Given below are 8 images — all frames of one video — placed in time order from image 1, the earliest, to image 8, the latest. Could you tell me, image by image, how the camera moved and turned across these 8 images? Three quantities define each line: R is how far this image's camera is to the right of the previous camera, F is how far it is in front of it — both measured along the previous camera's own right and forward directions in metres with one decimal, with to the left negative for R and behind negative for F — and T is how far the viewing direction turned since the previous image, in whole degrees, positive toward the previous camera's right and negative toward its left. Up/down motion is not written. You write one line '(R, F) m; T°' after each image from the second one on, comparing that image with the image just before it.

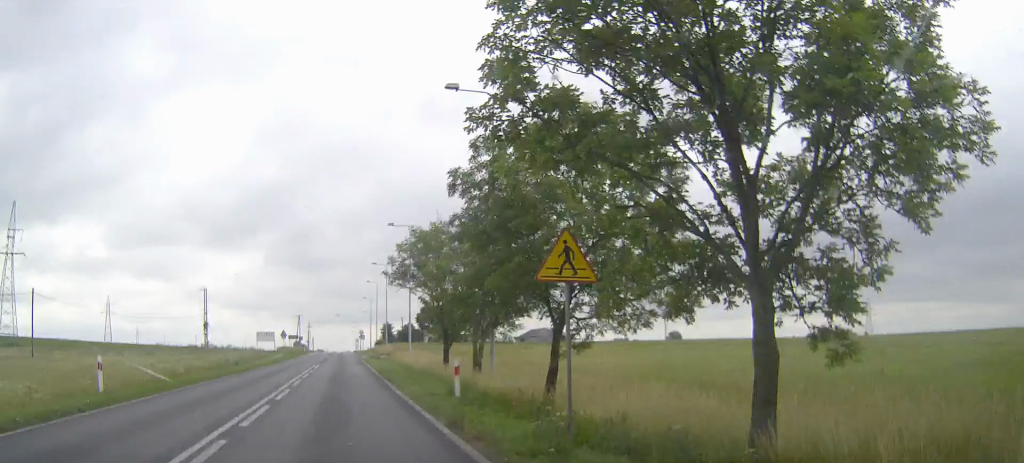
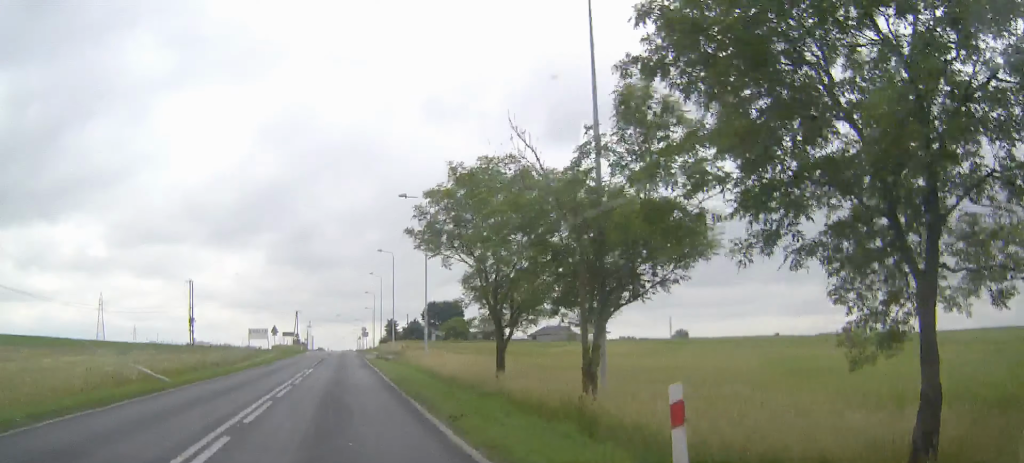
(0.0, +11.9) m; 0°
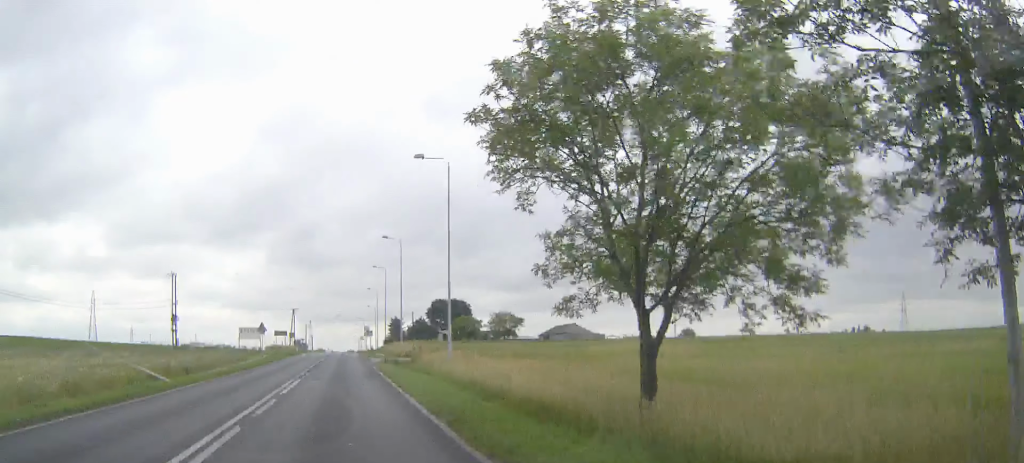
(0.0, +11.1) m; 0°
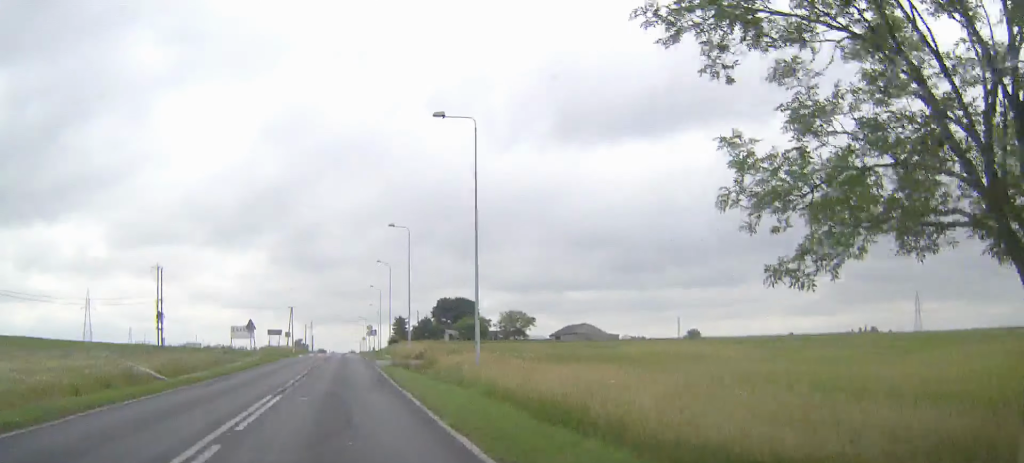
(0.0, +8.1) m; 0°
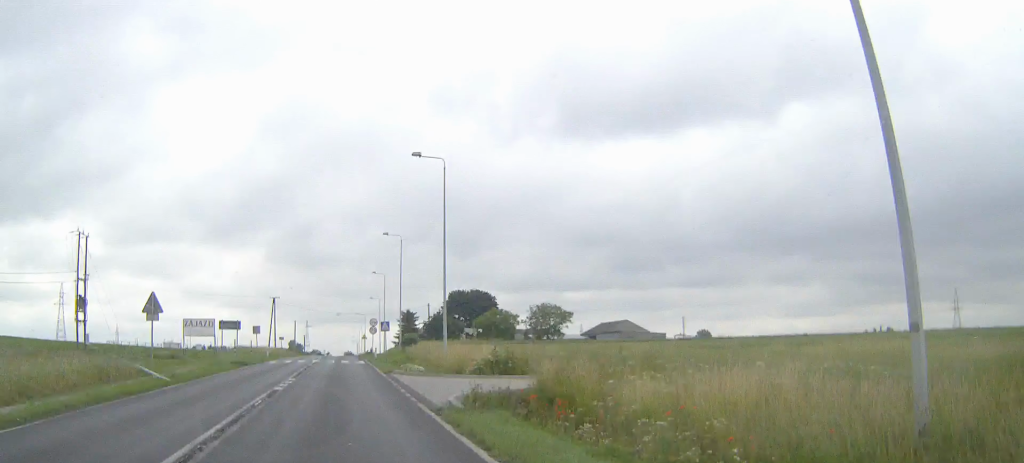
(0.0, +25.7) m; 0°
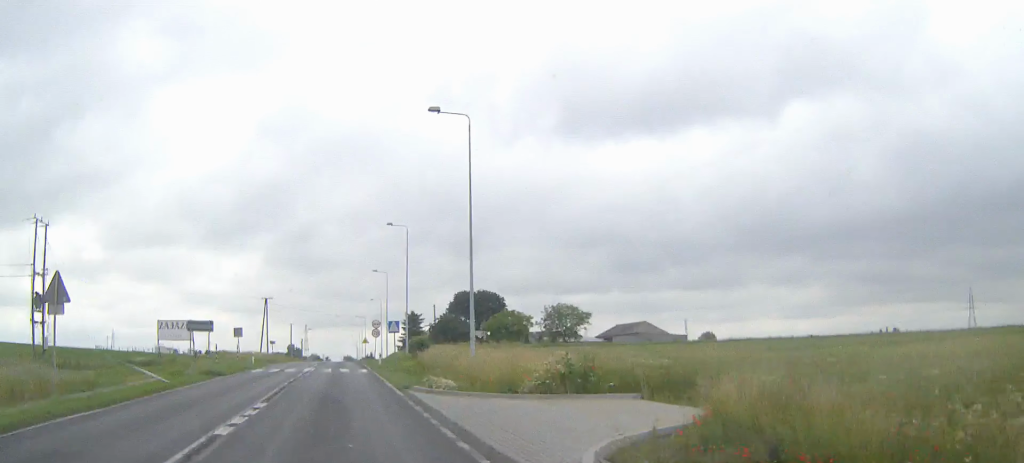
(0.0, +8.8) m; 0°
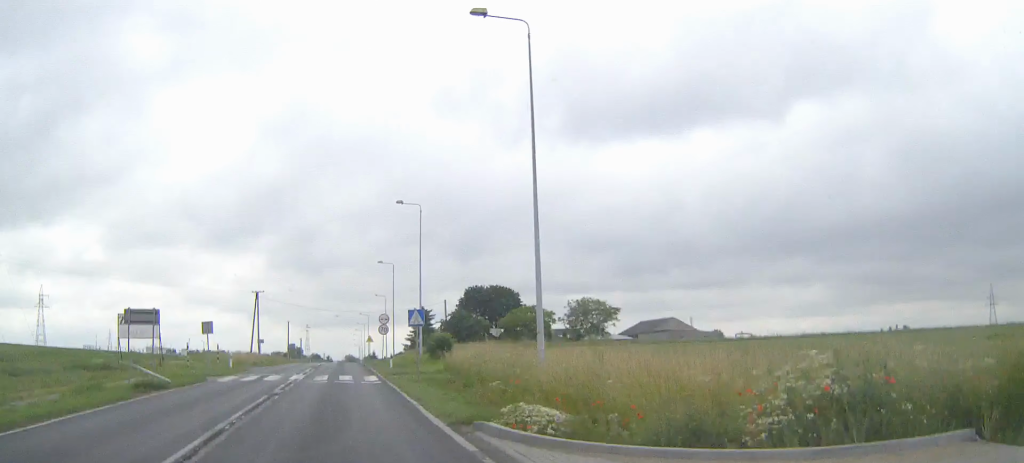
(0.0, +10.9) m; 0°
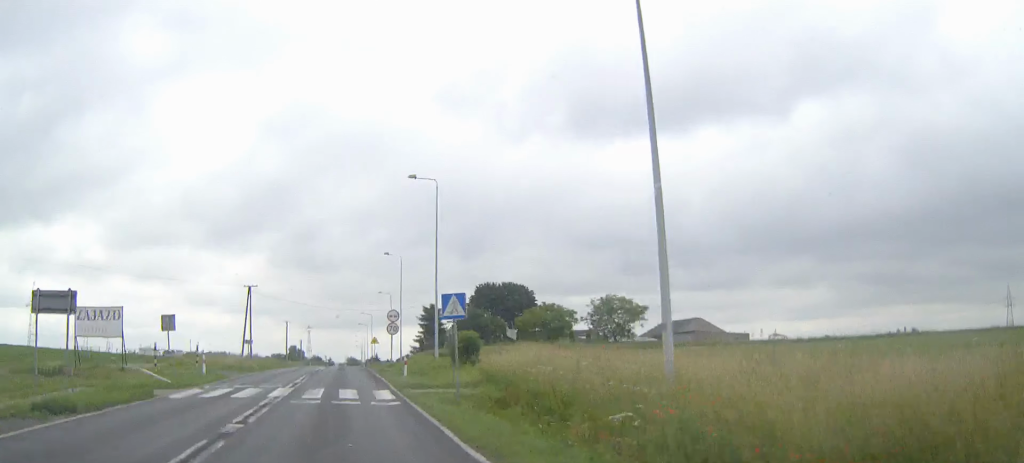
(0.0, +8.7) m; 0°
